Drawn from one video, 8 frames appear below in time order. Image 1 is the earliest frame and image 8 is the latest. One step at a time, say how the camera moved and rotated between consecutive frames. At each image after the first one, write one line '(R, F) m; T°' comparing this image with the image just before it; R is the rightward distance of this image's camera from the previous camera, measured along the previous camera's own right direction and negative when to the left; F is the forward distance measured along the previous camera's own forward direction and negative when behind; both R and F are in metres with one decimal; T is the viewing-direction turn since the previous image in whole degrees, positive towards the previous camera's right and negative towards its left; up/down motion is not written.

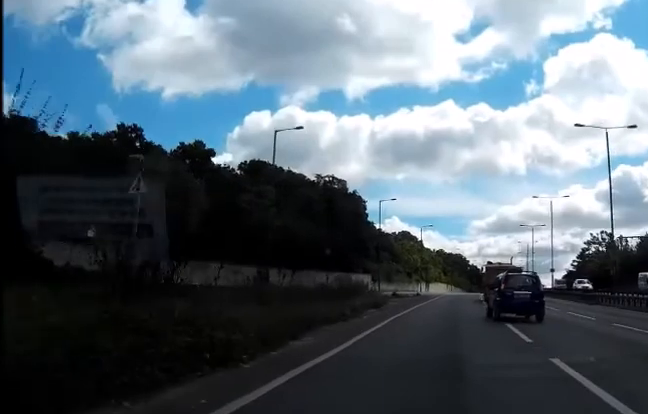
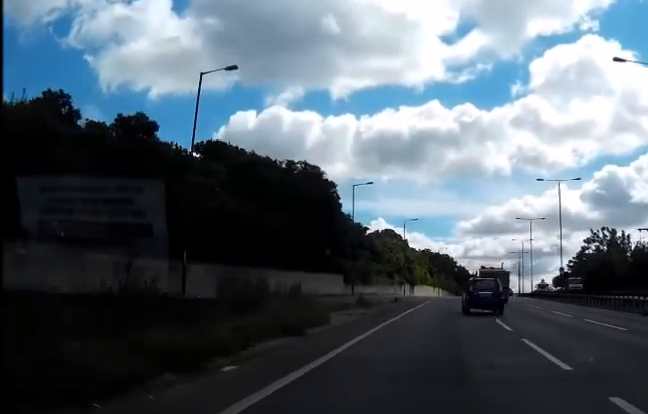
(0.0, +13.2) m; +1°
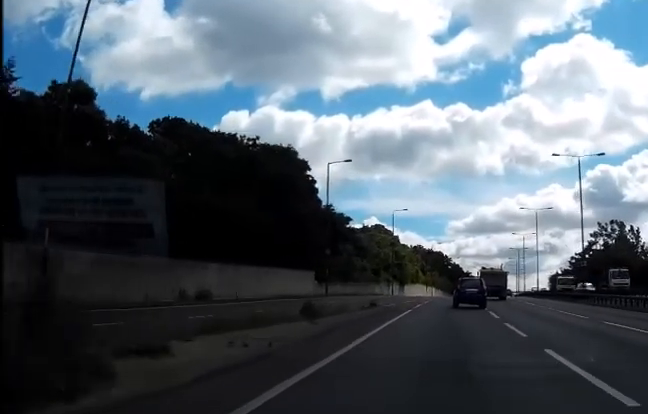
(+0.1, +12.1) m; +1°
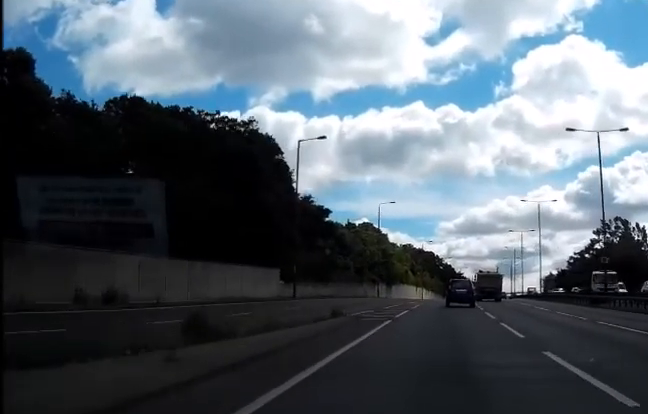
(+0.1, +9.2) m; +1°
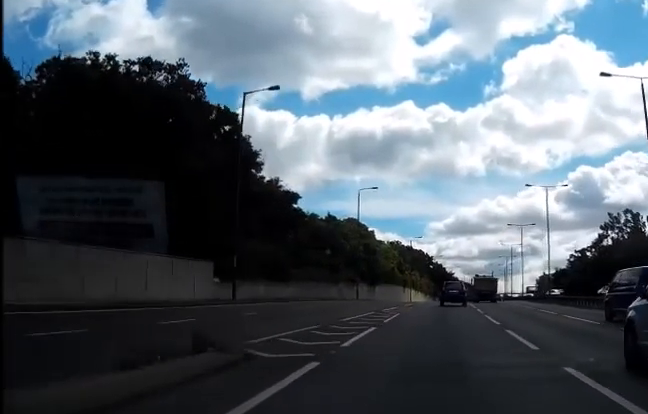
(+0.1, +12.0) m; +1°
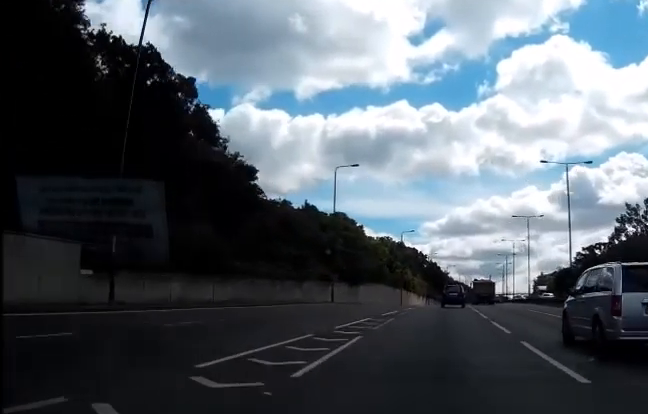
(+0.1, +13.1) m; +1°
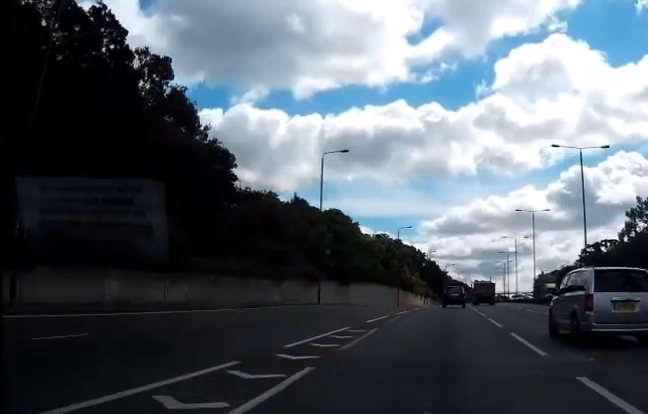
(0.0, +6.0) m; 0°
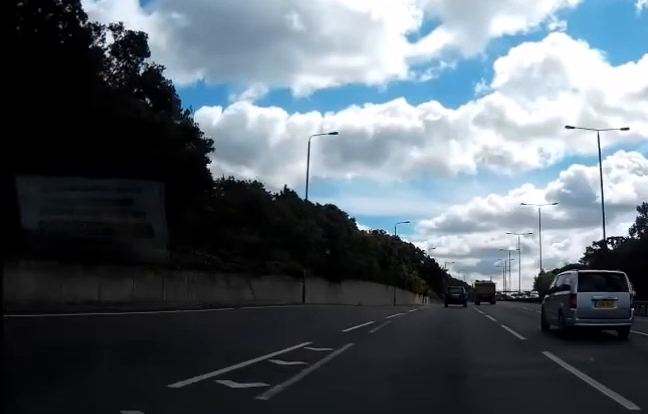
(0.0, +5.5) m; 0°
